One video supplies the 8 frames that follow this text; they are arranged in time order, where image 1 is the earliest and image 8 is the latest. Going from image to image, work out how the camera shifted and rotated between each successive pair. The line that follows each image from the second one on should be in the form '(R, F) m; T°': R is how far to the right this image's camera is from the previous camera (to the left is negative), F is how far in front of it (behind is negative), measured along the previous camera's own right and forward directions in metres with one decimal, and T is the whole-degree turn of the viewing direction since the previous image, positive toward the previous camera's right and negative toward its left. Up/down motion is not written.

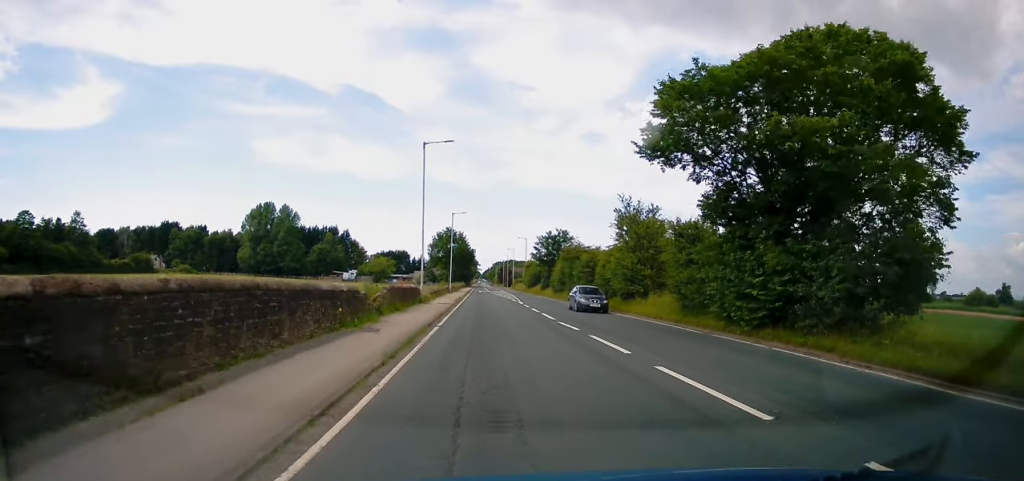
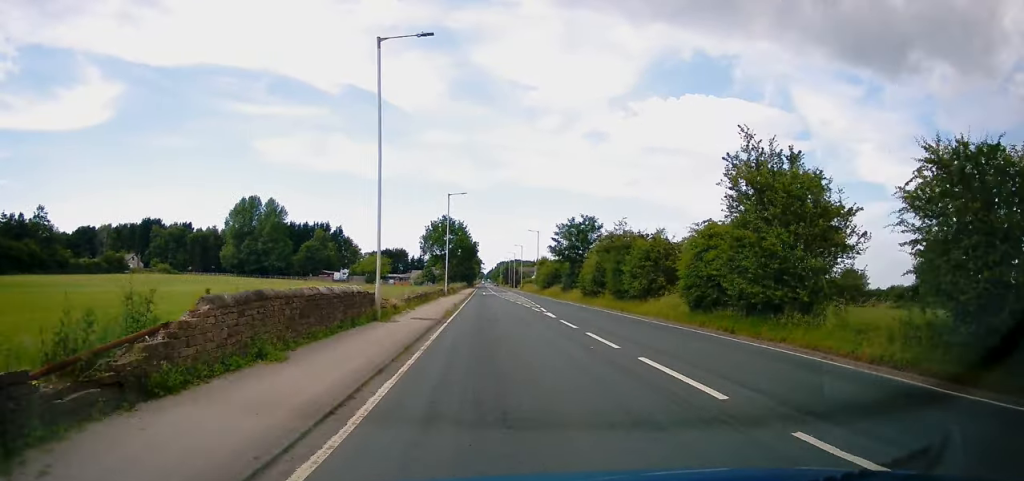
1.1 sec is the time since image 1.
(-0.2, +16.8) m; 0°
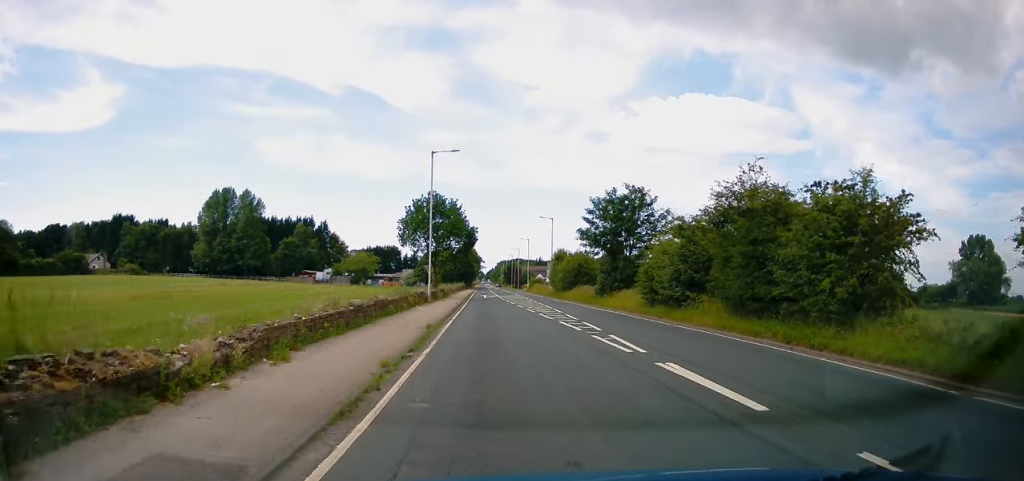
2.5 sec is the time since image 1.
(+0.1, +19.7) m; 0°
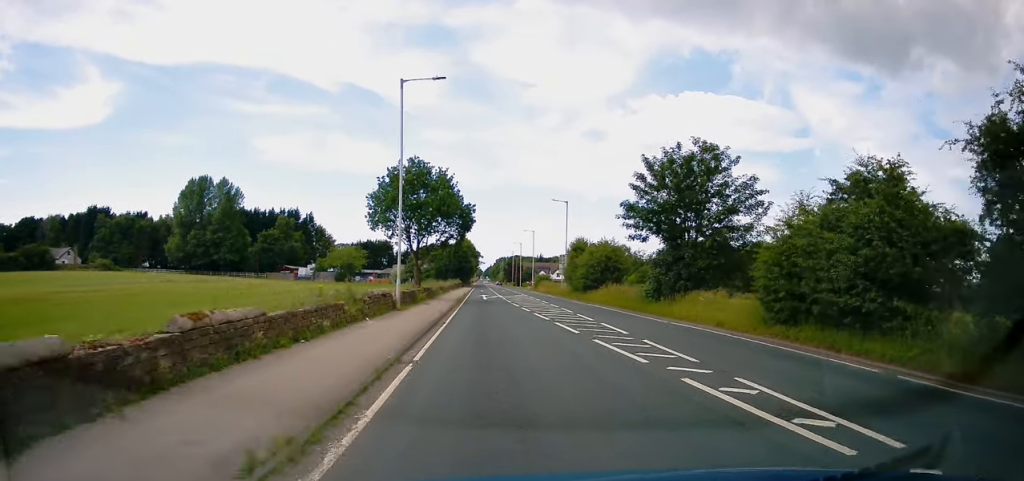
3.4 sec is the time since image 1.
(-0.1, +14.2) m; 0°
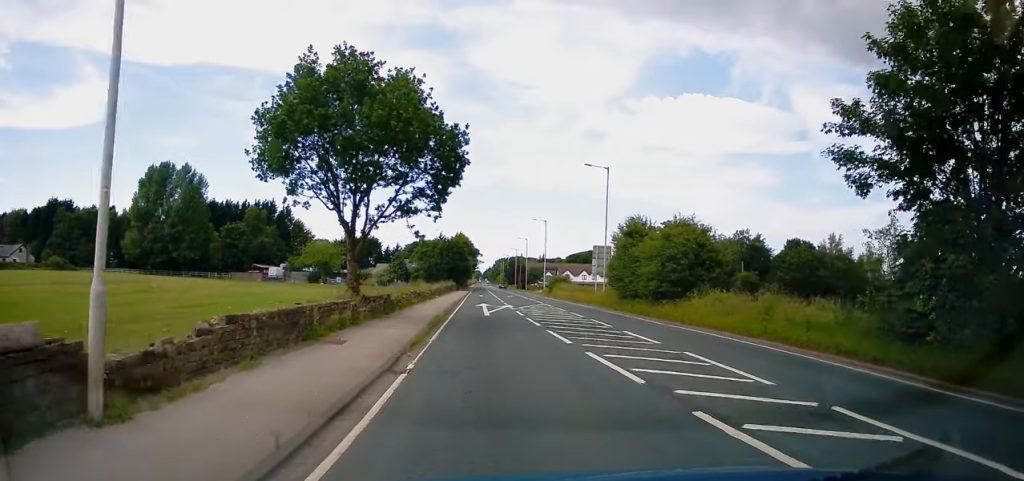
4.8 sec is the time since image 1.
(+0.2, +20.4) m; 0°
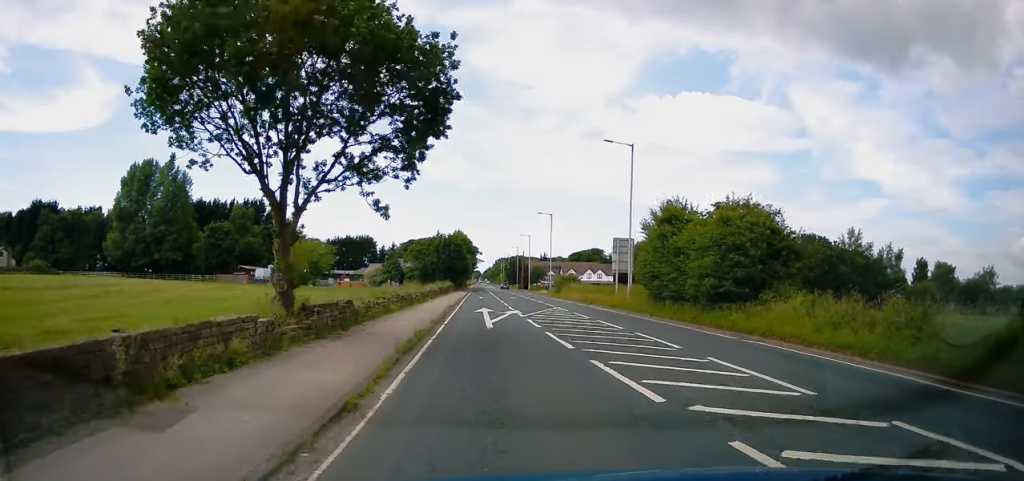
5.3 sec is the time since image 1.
(0.0, +7.1) m; 0°
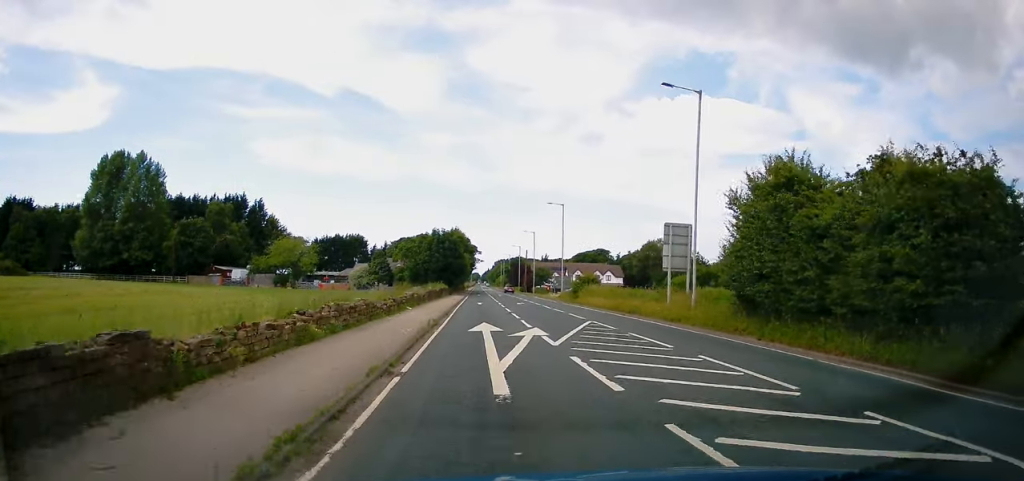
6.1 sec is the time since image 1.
(-0.2, +11.6) m; 0°
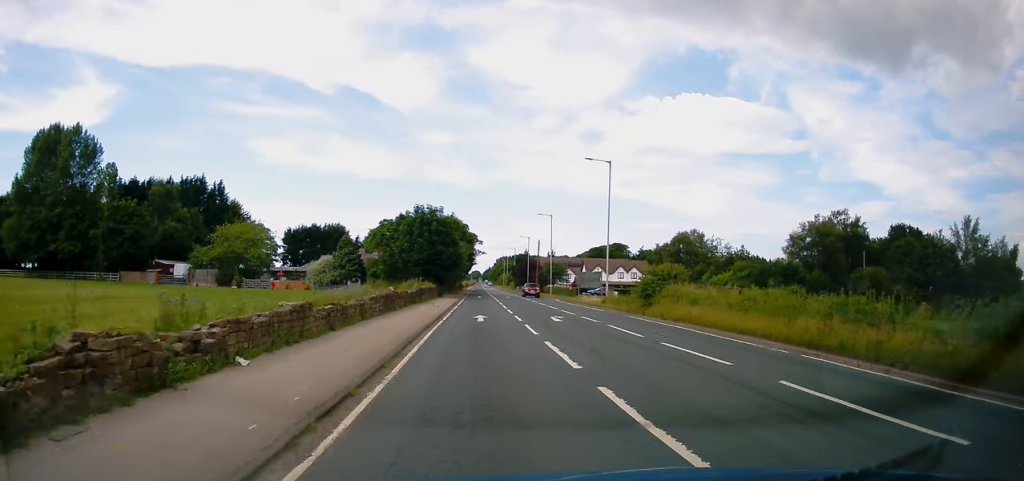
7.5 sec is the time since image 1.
(+0.1, +21.9) m; 0°
